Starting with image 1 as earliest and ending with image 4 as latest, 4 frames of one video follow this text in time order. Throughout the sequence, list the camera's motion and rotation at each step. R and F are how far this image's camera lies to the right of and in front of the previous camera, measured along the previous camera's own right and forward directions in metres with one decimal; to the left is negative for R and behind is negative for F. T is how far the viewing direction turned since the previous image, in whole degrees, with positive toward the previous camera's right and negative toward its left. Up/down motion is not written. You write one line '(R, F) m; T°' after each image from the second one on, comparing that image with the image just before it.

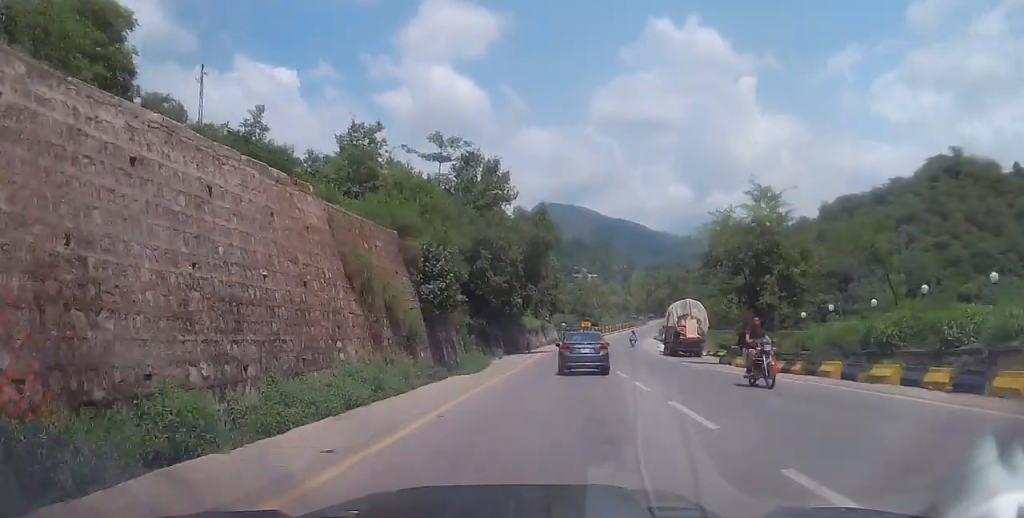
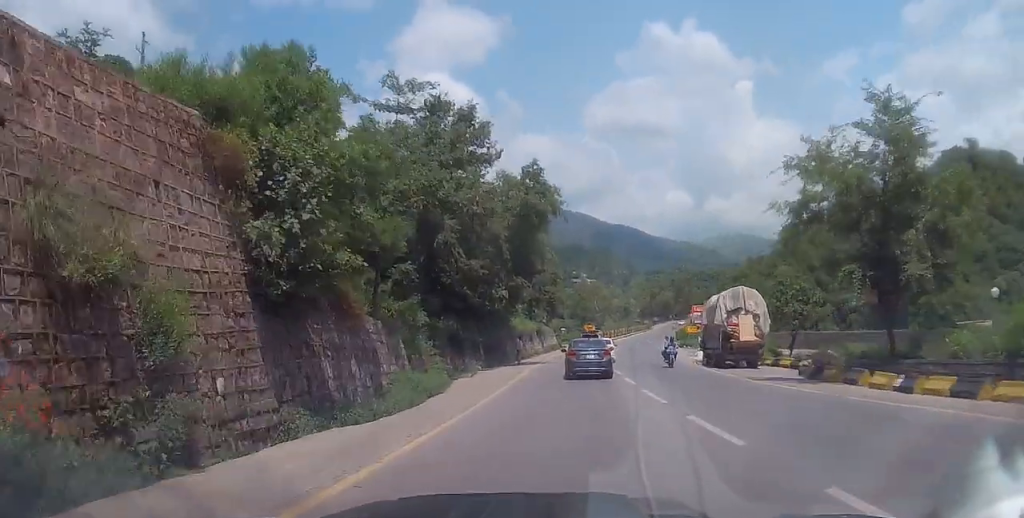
(-0.4, +12.4) m; -3°
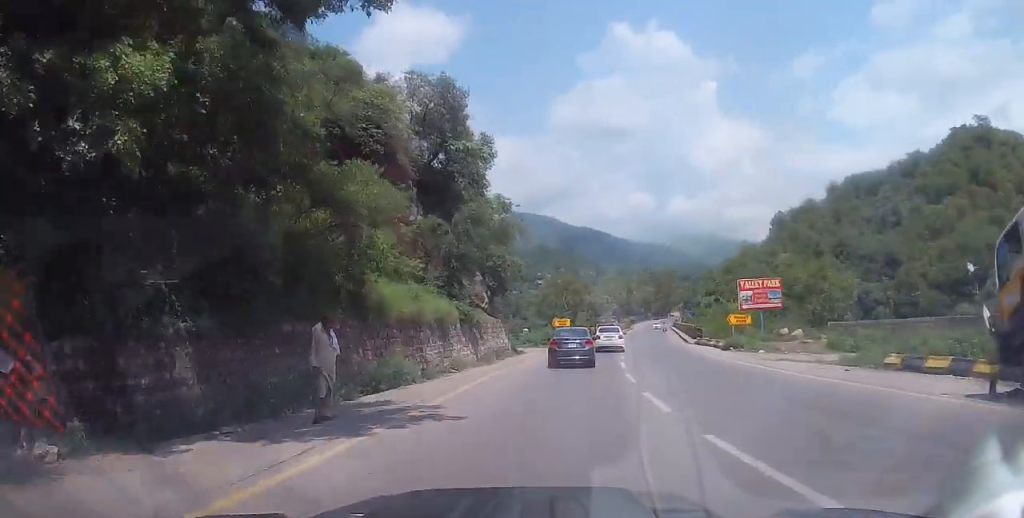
(+1.5, +27.9) m; +7°
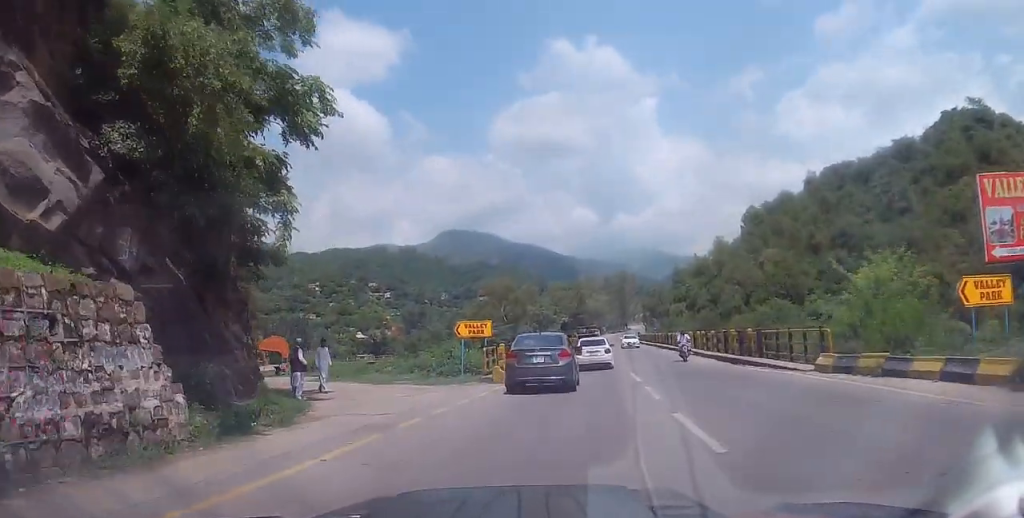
(+0.6, +28.1) m; +2°
